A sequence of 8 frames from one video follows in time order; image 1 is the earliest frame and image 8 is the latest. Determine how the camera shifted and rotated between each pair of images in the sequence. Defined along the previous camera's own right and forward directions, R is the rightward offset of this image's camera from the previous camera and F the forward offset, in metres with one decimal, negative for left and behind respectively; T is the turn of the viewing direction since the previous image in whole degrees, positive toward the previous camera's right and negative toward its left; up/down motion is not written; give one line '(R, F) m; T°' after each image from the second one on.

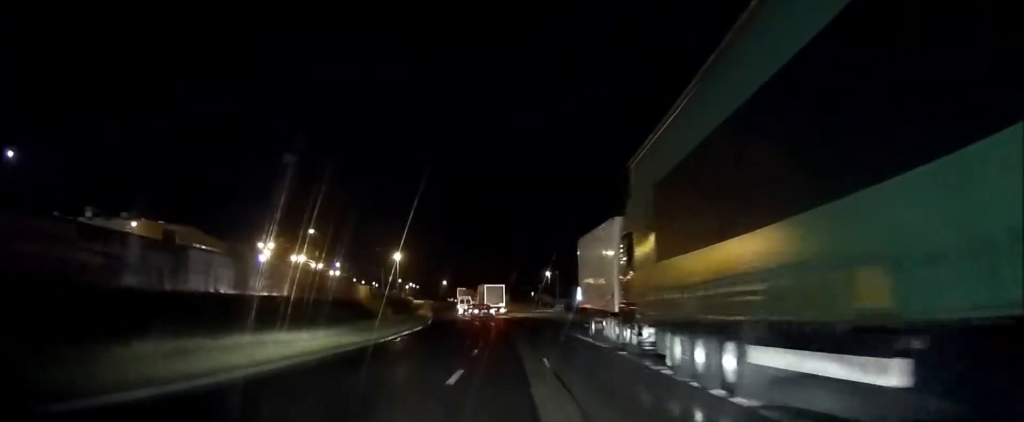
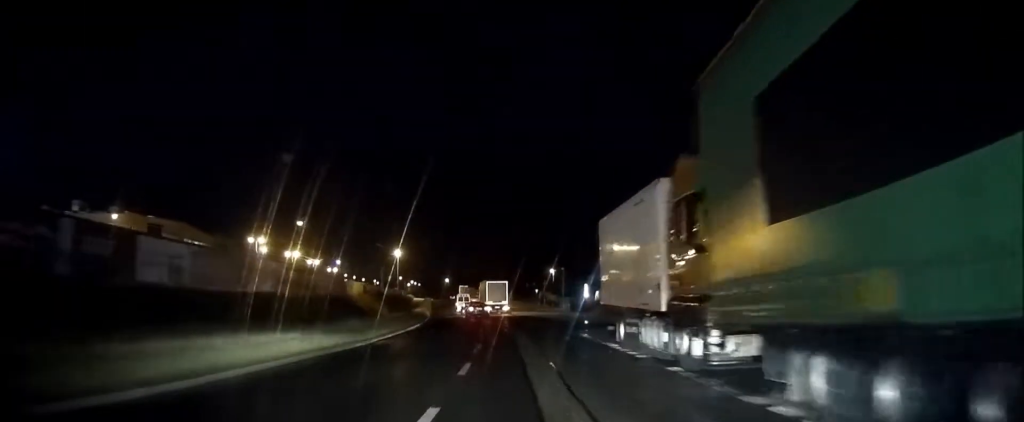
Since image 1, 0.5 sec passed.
(0.0, +4.9) m; 0°
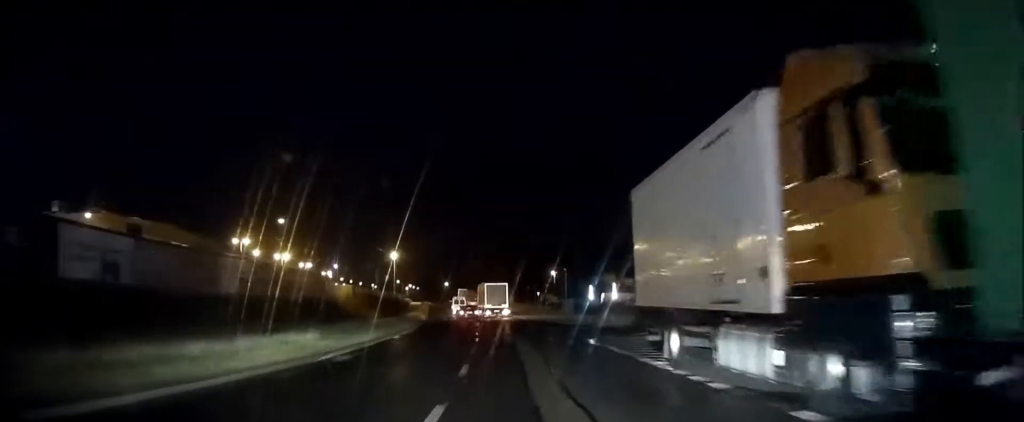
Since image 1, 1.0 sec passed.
(0.0, +5.3) m; 0°
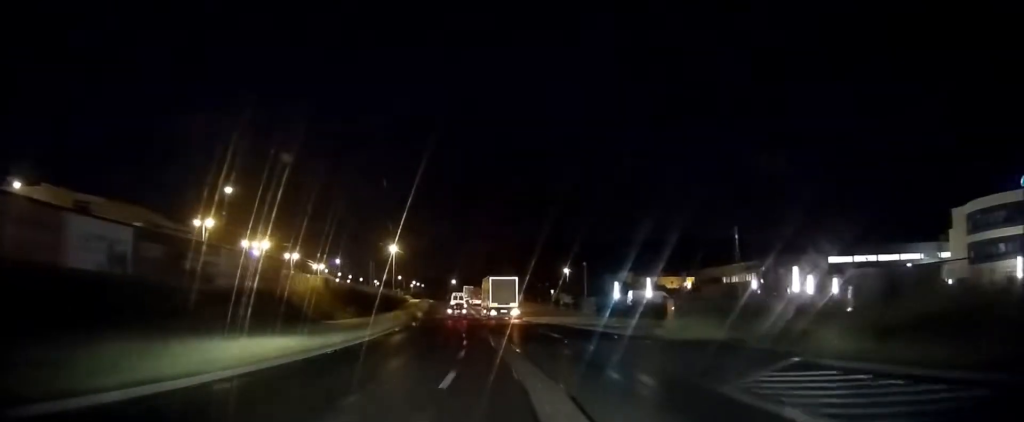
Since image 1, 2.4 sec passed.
(-0.1, +14.1) m; -1°
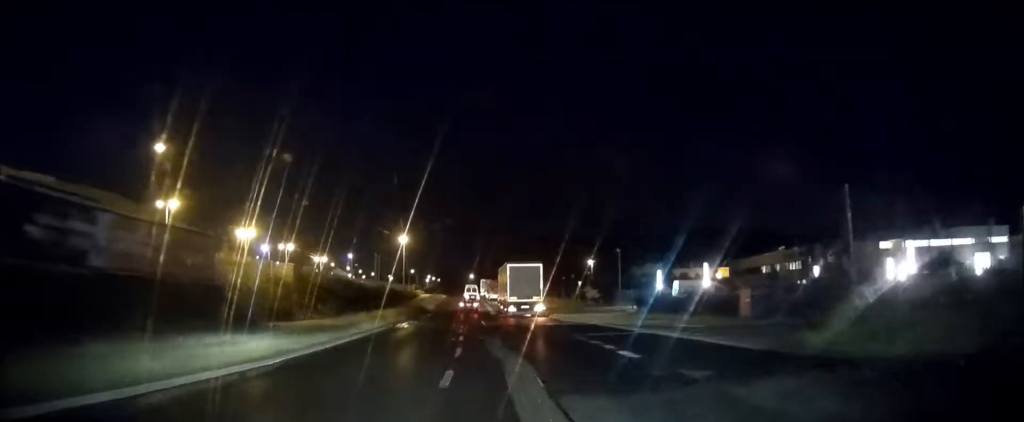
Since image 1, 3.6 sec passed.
(-0.1, +13.5) m; -2°
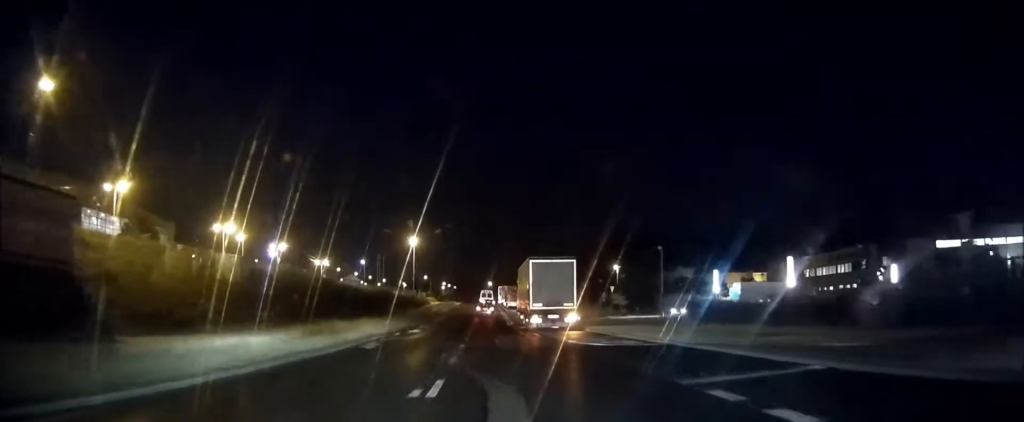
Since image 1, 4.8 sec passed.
(-0.3, +13.2) m; -2°
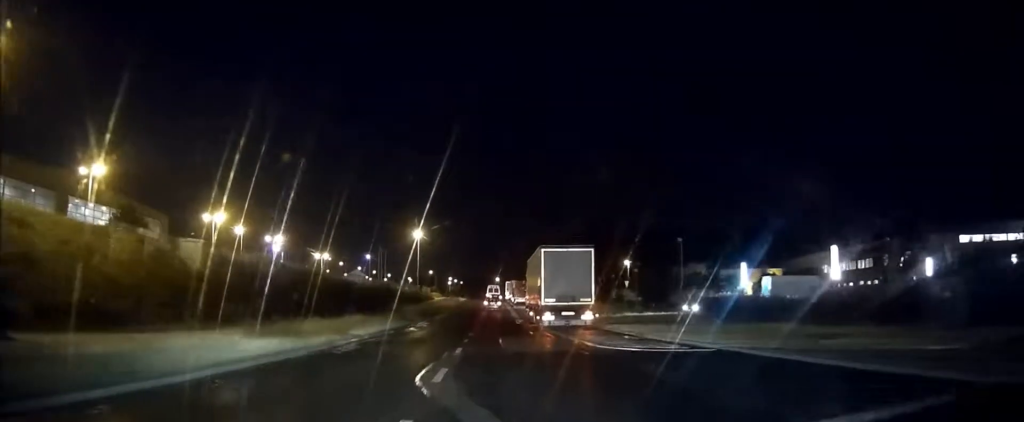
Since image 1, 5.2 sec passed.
(0.0, +4.8) m; -1°
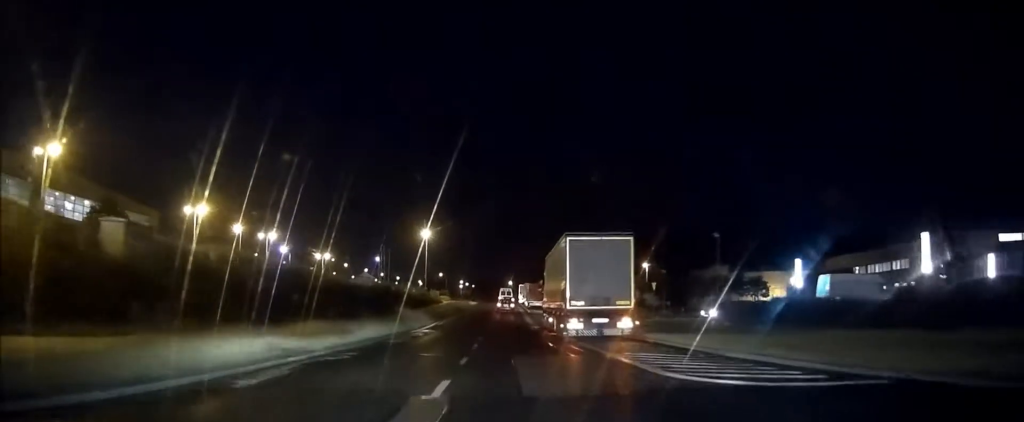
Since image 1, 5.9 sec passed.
(0.0, +7.4) m; 0°
